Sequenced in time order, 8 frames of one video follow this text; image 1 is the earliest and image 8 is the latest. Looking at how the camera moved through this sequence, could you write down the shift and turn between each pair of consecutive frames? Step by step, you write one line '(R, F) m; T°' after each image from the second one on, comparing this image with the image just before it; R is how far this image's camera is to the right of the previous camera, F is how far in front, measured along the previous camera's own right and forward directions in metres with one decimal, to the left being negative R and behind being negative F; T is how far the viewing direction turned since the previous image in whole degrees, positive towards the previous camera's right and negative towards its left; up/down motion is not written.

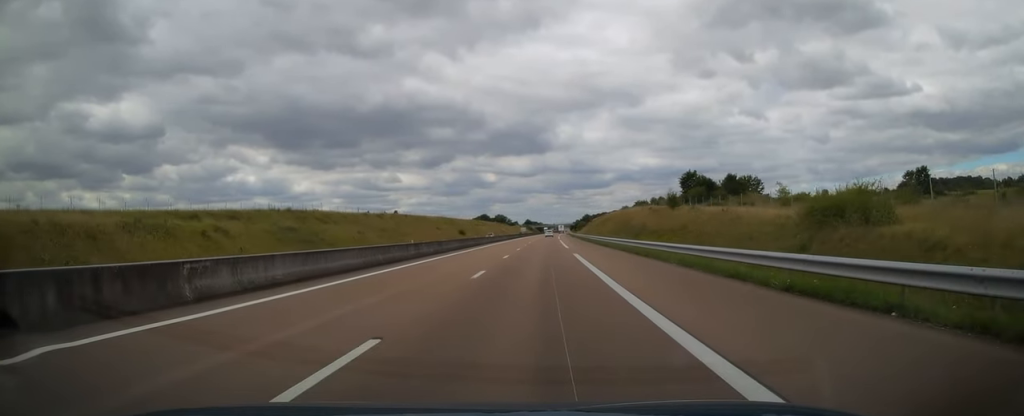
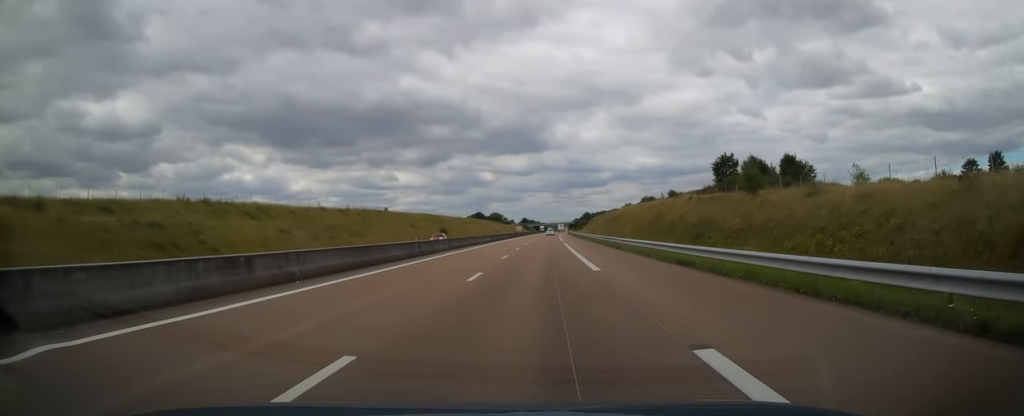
(-0.1, +26.9) m; 0°
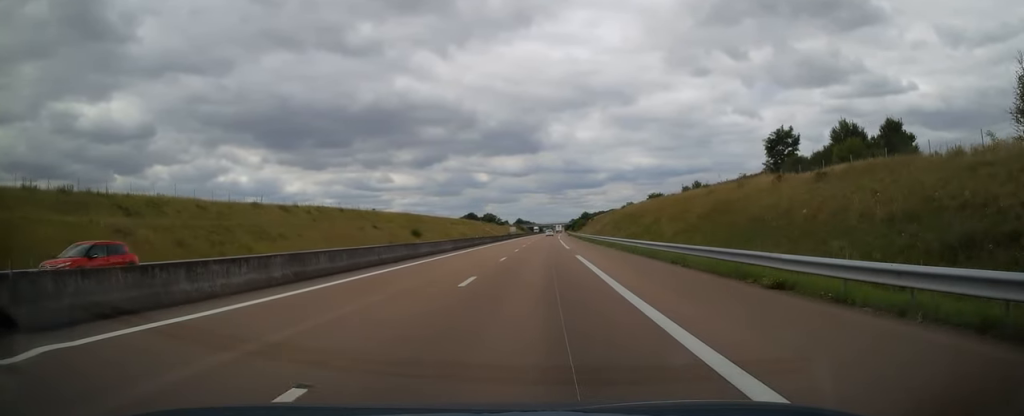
(-0.3, +26.9) m; +1°
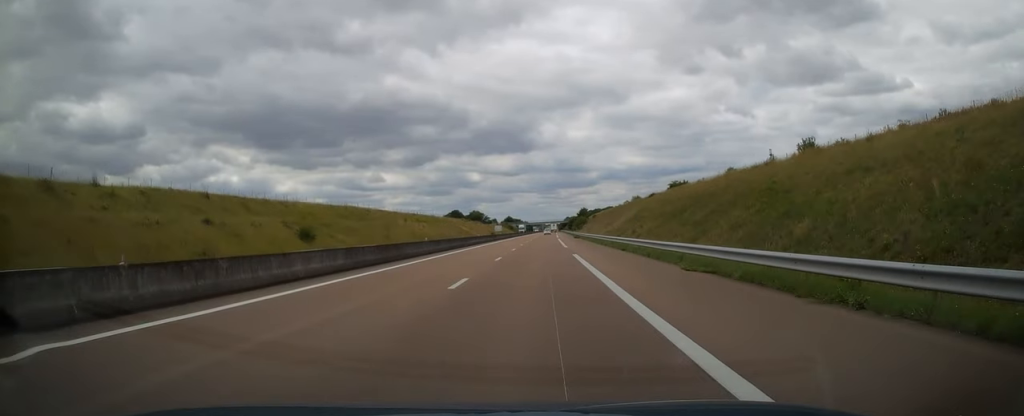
(+0.7, +52.3) m; +1°
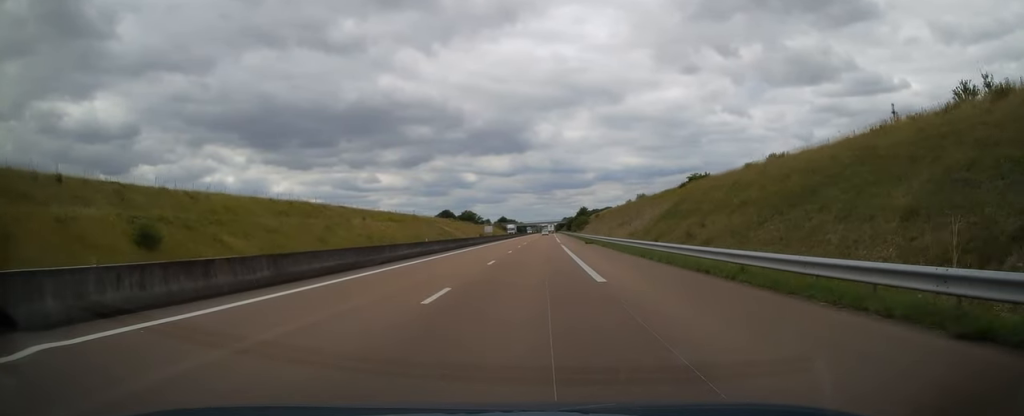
(+0.3, +28.3) m; 0°
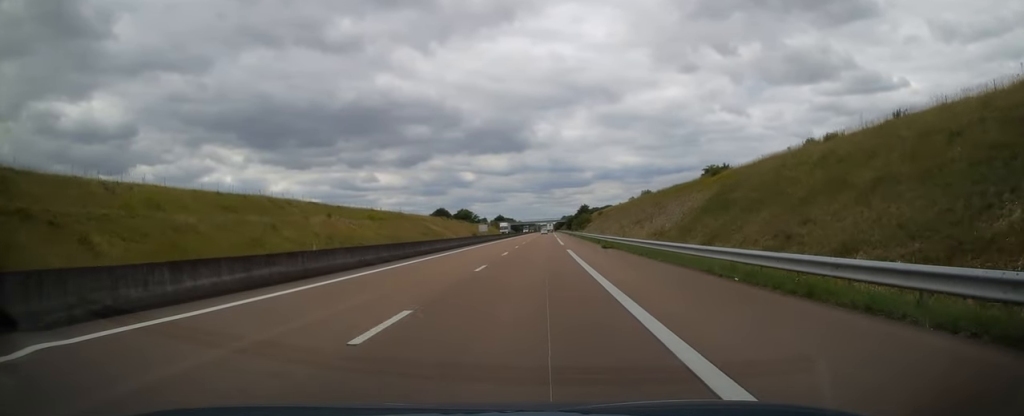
(-0.1, +17.1) m; 0°
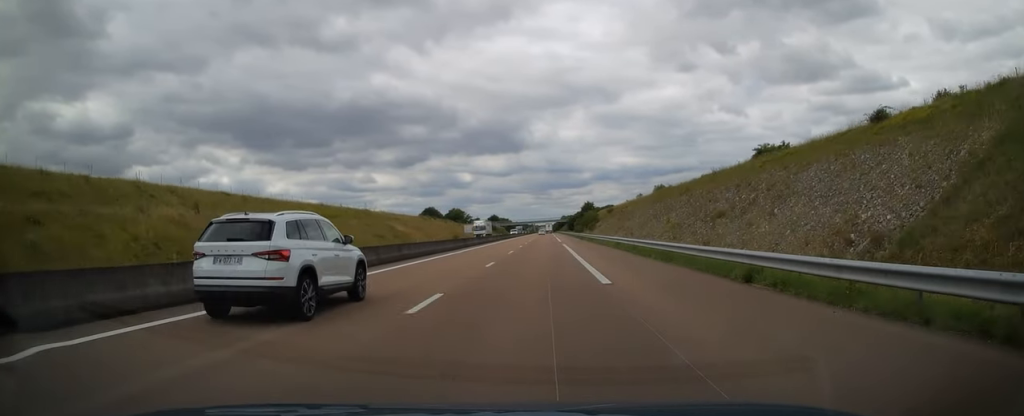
(+0.1, +35.7) m; +1°
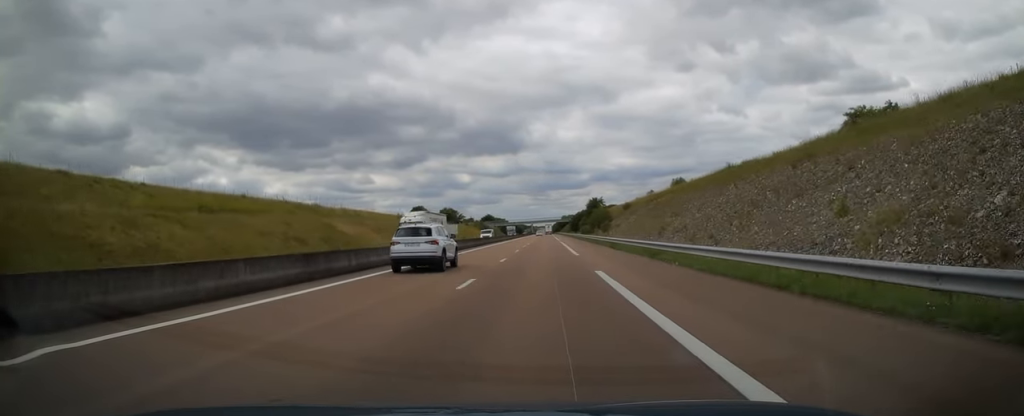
(+0.1, +34.2) m; 0°
